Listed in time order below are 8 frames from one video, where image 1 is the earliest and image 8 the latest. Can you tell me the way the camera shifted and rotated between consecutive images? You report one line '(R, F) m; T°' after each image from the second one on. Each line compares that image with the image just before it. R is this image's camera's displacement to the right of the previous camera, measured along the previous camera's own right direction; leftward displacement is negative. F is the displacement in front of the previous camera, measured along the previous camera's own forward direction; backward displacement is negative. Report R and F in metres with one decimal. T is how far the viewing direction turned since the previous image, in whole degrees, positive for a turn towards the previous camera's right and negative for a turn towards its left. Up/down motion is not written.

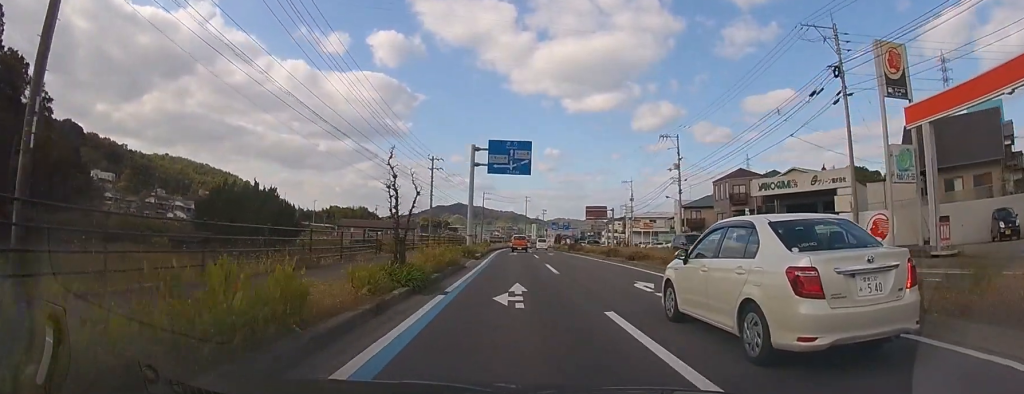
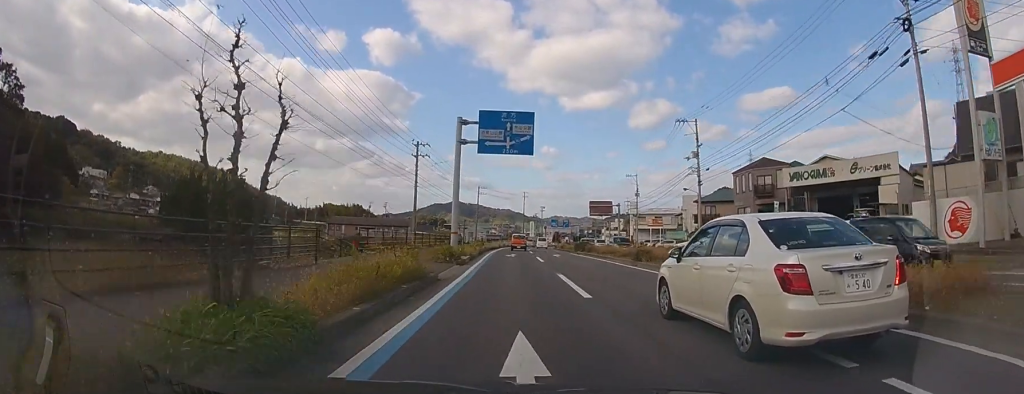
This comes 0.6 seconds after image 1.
(0.0, +7.4) m; 0°
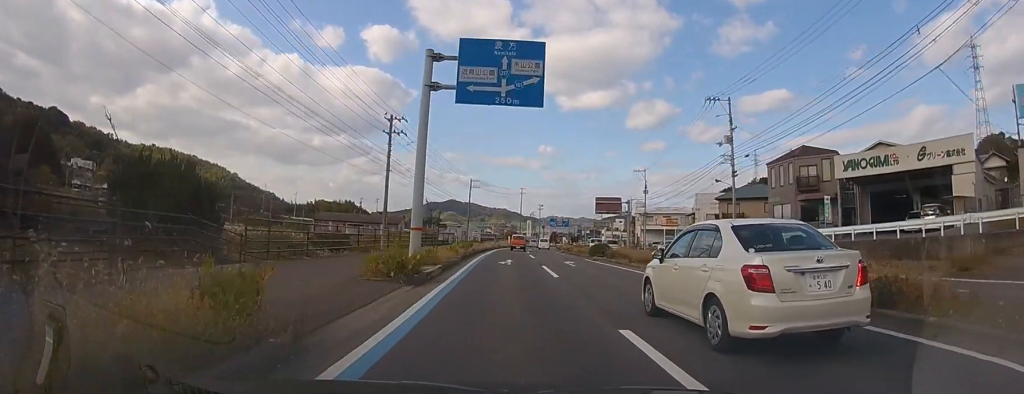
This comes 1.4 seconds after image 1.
(0.0, +9.4) m; 0°
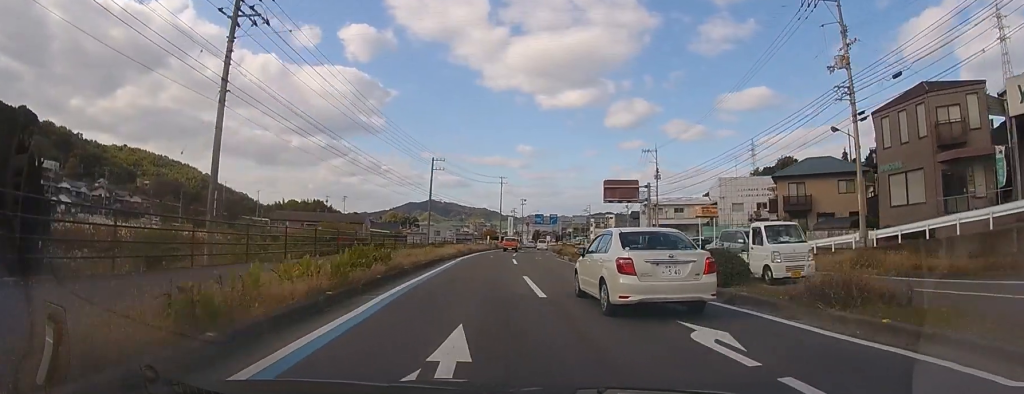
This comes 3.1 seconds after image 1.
(+0.2, +20.7) m; +2°
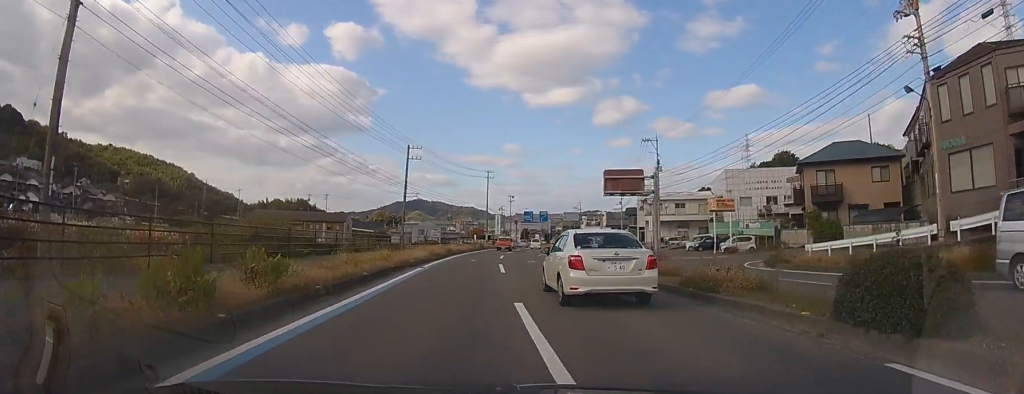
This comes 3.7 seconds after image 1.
(+0.1, +6.7) m; +1°
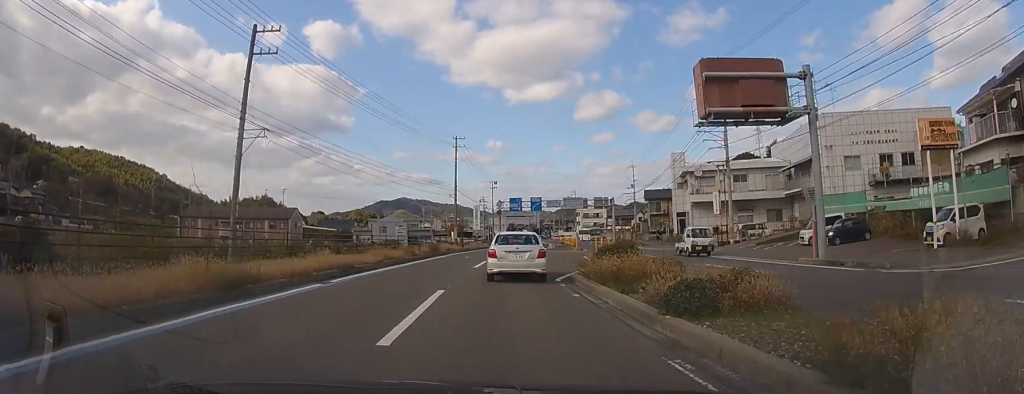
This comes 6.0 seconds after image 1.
(+0.9, +27.8) m; +2°
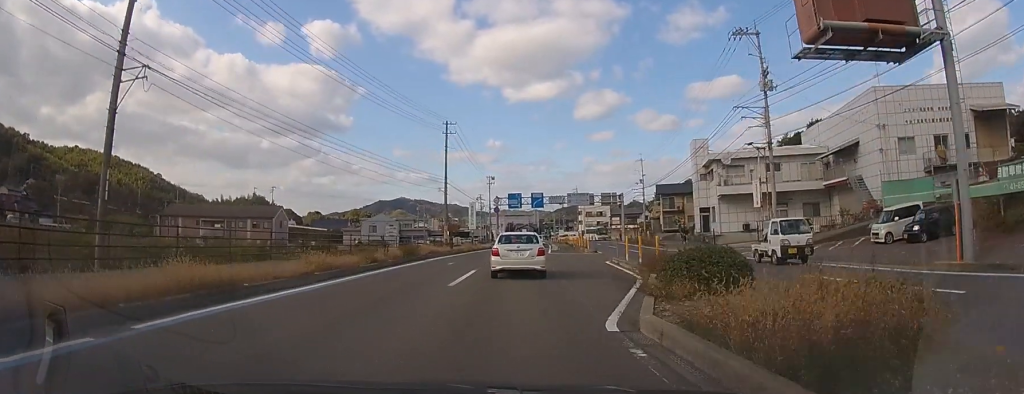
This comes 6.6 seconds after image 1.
(0.0, +7.8) m; 0°
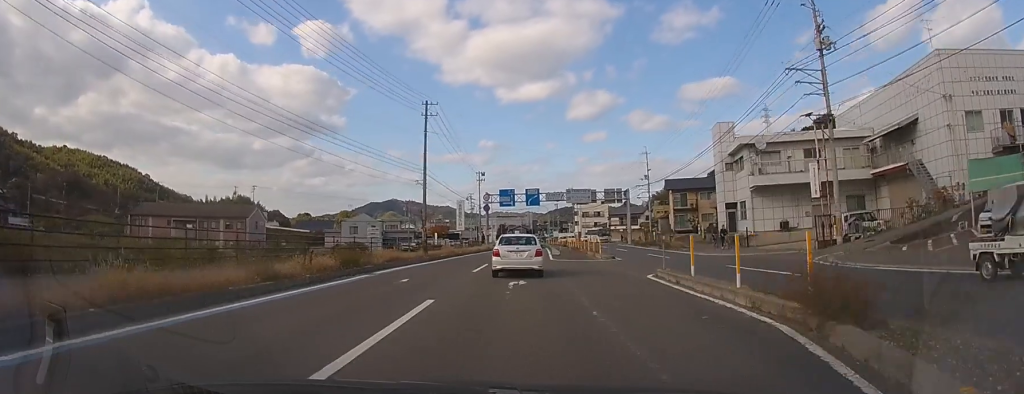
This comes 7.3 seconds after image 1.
(0.0, +8.3) m; +1°
